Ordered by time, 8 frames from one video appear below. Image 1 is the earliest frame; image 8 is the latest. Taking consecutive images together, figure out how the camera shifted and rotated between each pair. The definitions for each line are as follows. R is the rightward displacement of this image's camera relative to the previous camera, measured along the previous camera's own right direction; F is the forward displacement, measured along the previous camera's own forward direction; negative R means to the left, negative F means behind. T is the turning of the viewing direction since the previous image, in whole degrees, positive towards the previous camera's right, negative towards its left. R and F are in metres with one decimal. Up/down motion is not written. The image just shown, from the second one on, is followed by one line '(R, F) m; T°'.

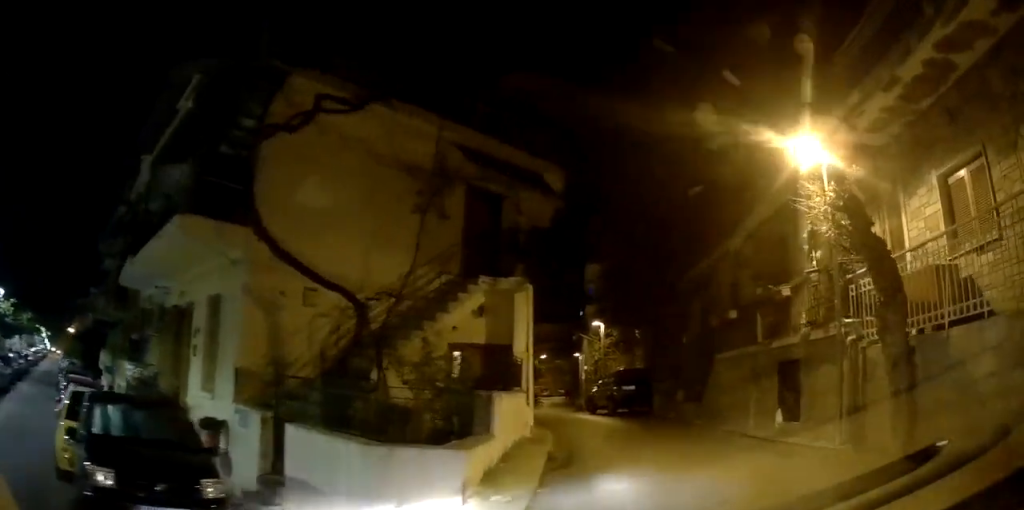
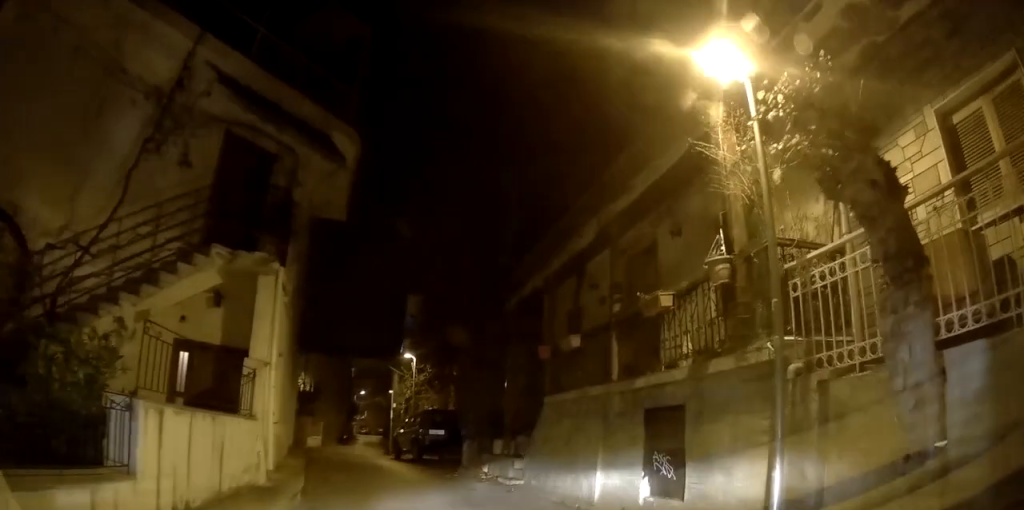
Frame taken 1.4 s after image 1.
(+0.1, +3.3) m; -1°
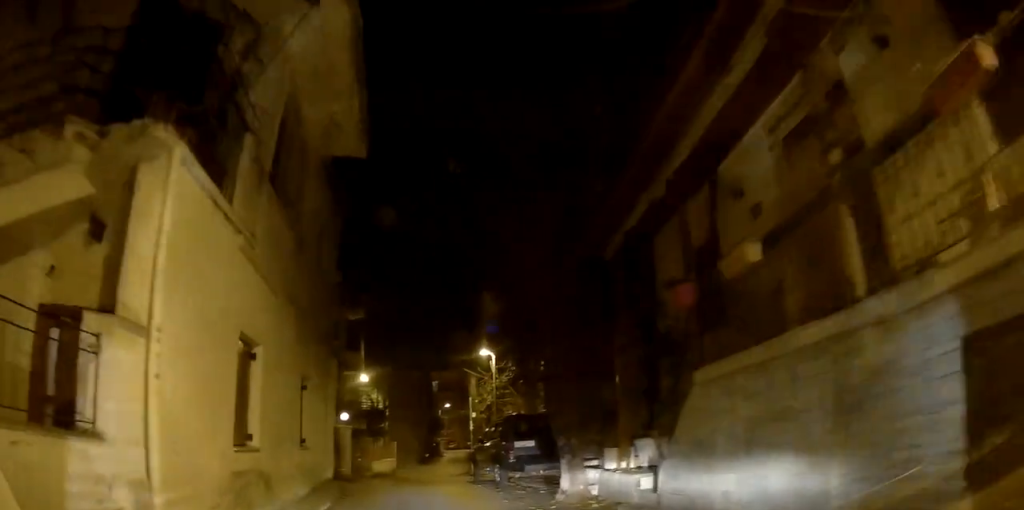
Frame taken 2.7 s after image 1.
(-0.2, +3.6) m; -7°
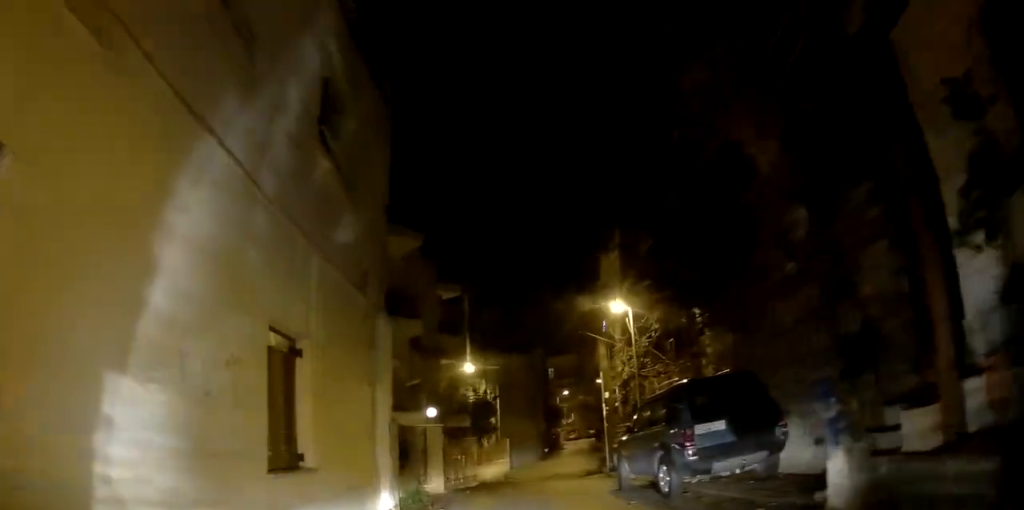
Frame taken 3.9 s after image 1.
(-0.4, +5.0) m; -5°
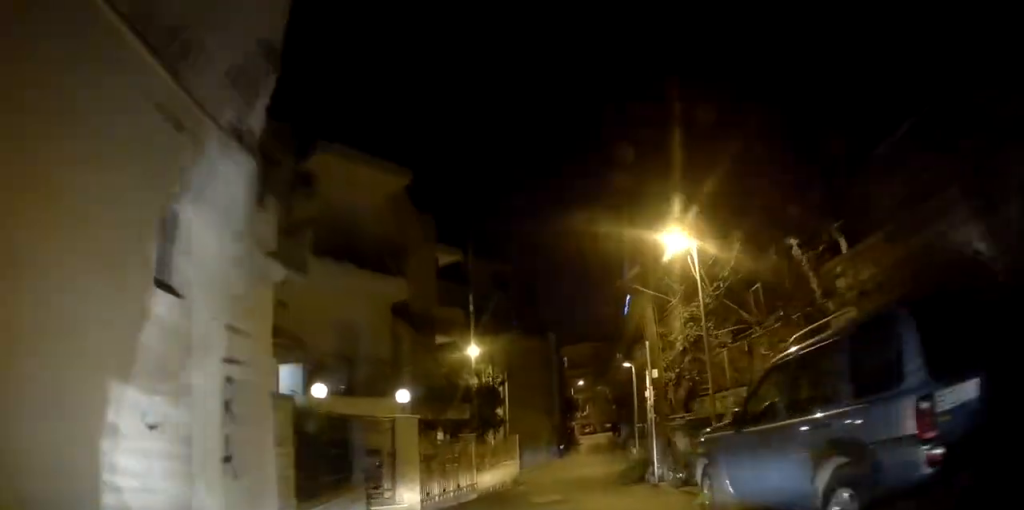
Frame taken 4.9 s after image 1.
(0.0, +4.9) m; +3°
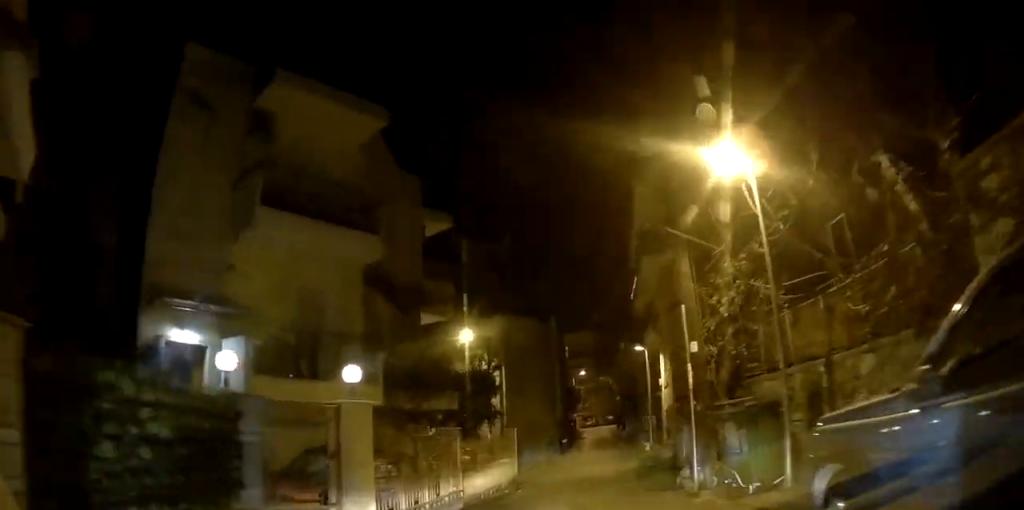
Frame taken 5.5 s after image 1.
(+0.1, +3.1) m; +1°
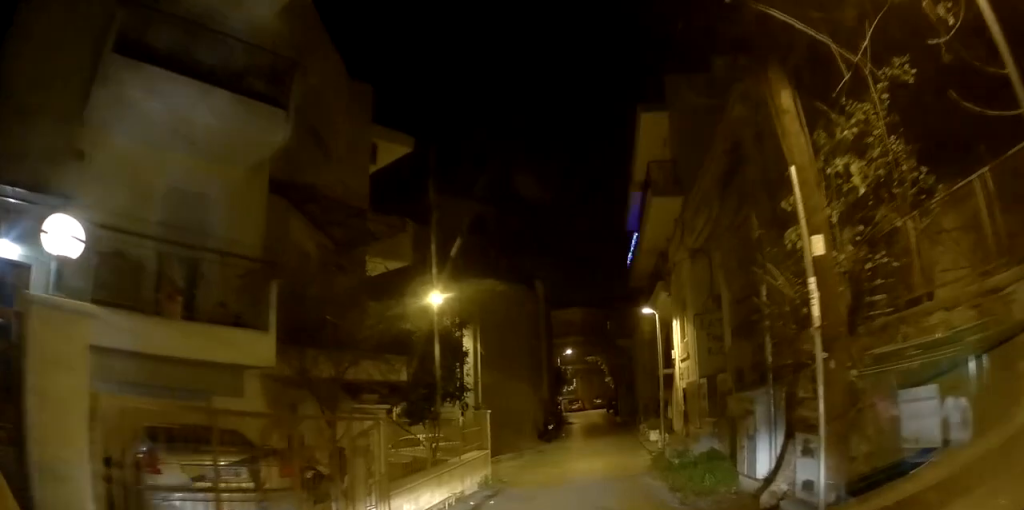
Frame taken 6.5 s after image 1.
(+0.1, +5.0) m; -3°
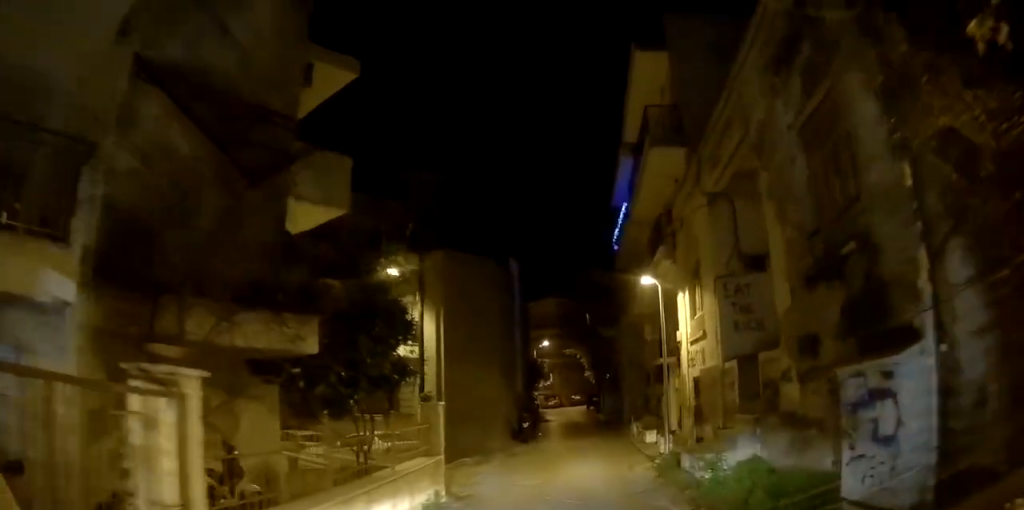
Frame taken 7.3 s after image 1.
(-0.1, +3.7) m; -6°
